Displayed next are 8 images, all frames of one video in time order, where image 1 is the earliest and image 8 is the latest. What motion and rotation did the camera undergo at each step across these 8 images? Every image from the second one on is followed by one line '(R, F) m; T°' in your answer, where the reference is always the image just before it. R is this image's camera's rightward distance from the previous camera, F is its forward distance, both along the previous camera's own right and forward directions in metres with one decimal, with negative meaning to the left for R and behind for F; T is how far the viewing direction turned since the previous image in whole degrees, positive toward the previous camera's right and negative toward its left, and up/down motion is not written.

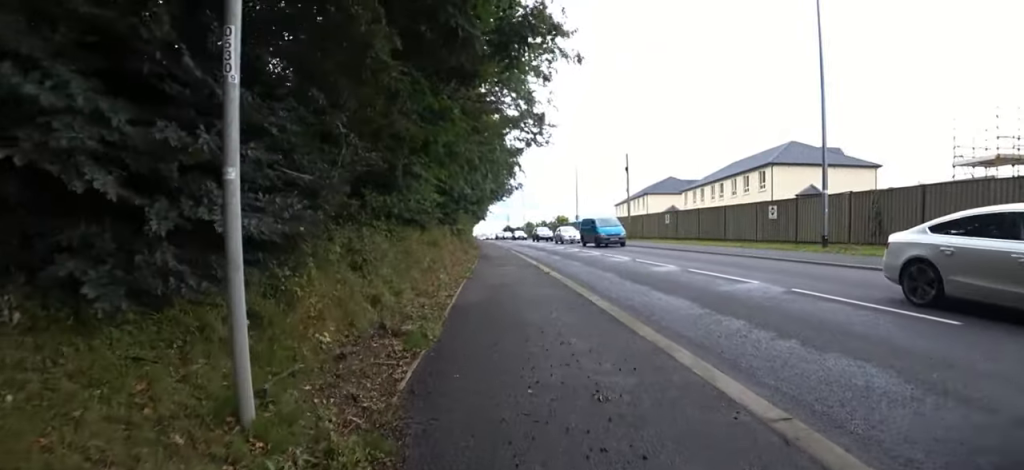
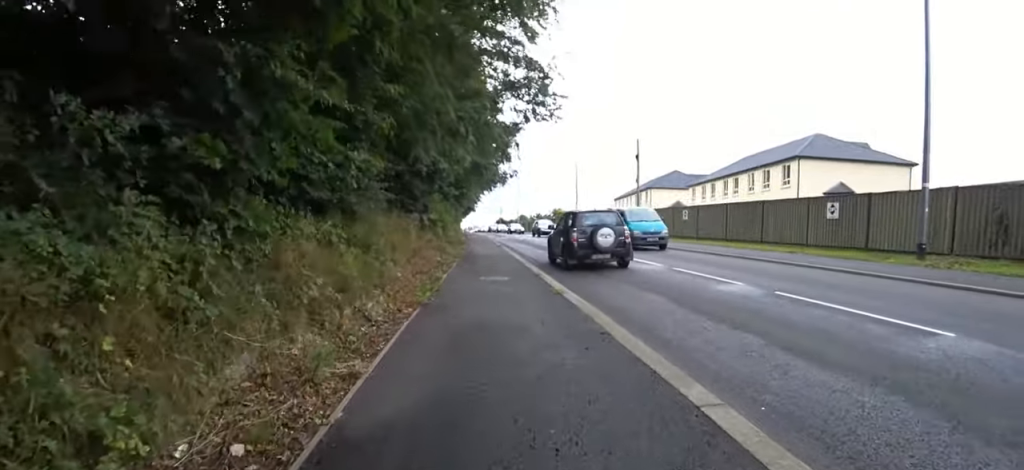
(-0.3, +4.7) m; -5°
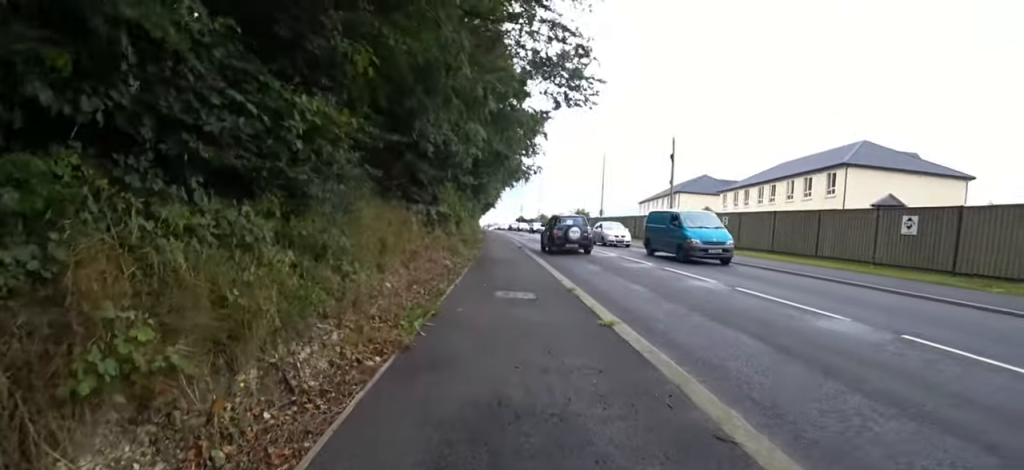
(0.0, +2.3) m; 0°
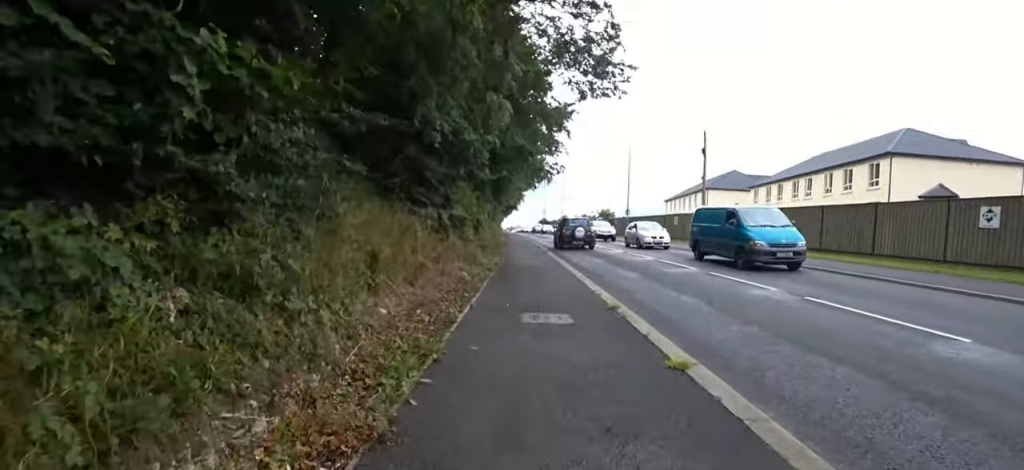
(0.0, +1.5) m; 0°
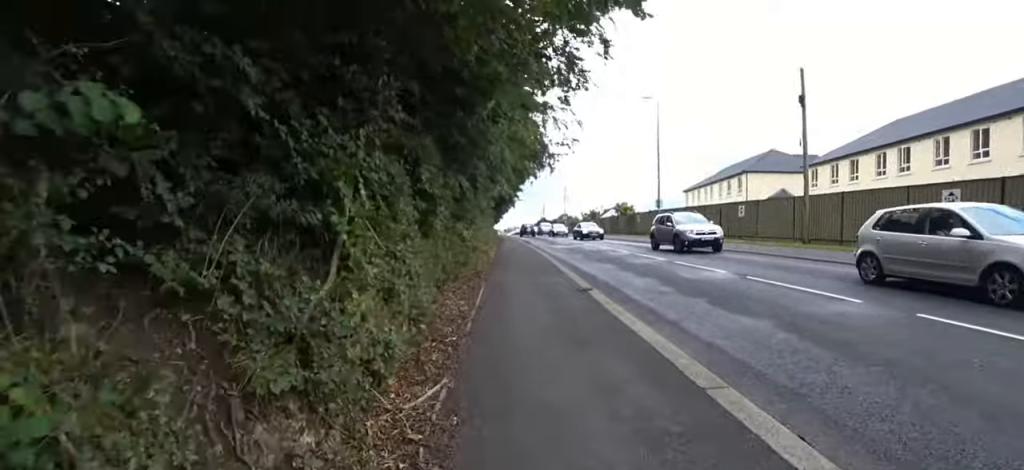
(0.0, +11.0) m; 0°
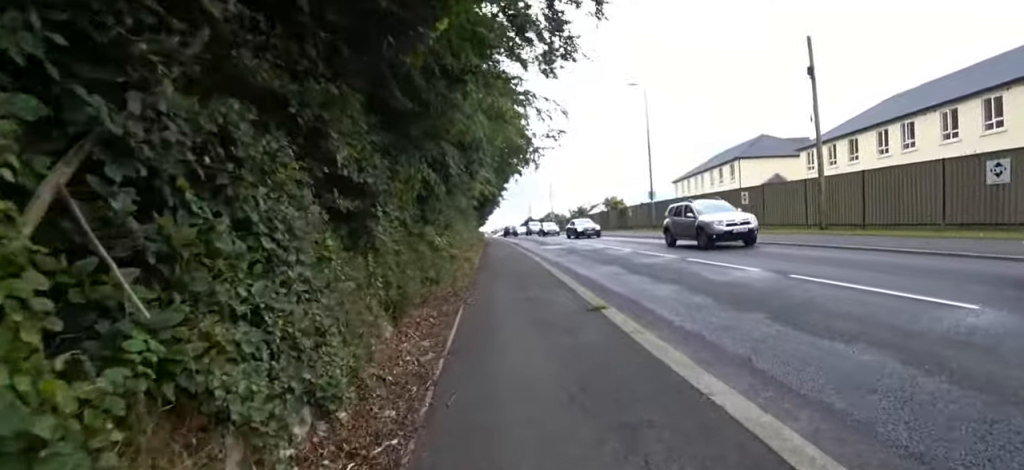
(0.0, +2.2) m; 0°
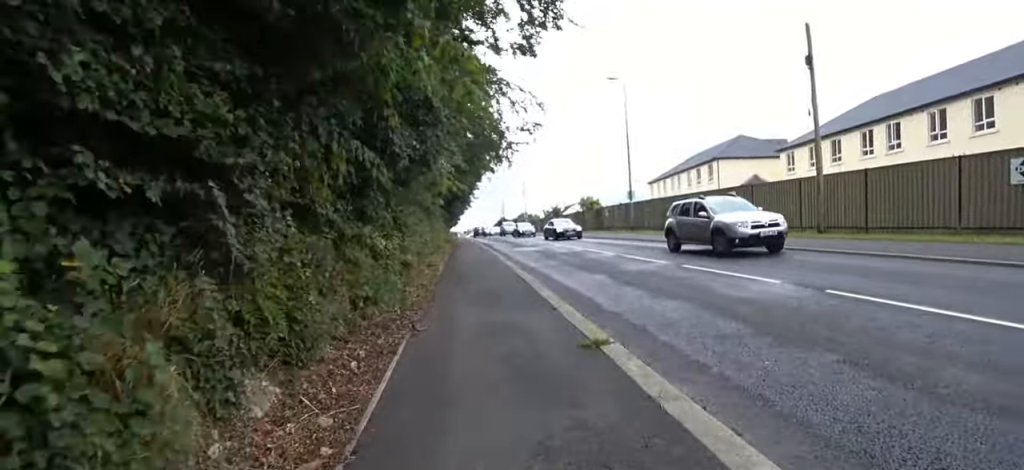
(0.0, +1.9) m; 0°
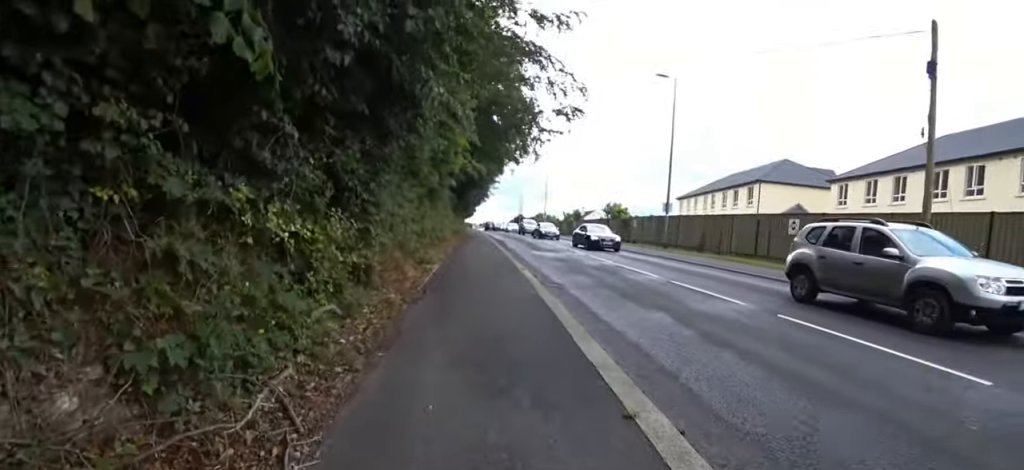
(0.0, +3.7) m; 0°
